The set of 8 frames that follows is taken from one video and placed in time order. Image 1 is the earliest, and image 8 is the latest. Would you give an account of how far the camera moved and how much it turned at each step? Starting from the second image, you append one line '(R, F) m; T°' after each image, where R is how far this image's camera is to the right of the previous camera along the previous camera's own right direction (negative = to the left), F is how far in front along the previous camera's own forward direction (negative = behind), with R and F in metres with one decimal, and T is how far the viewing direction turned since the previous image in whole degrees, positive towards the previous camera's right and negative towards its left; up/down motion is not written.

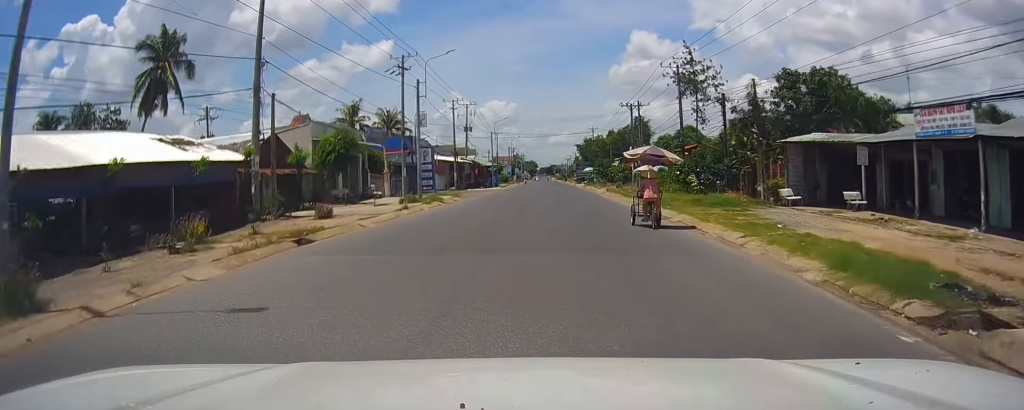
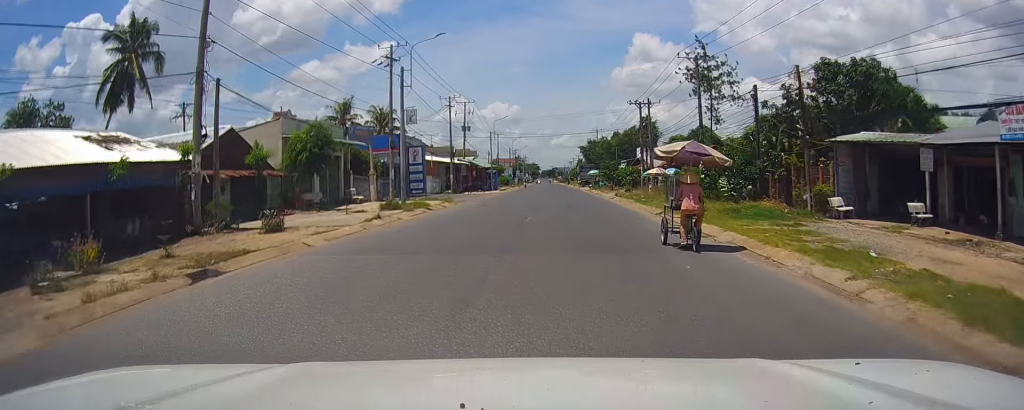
(+0.1, +5.1) m; 0°
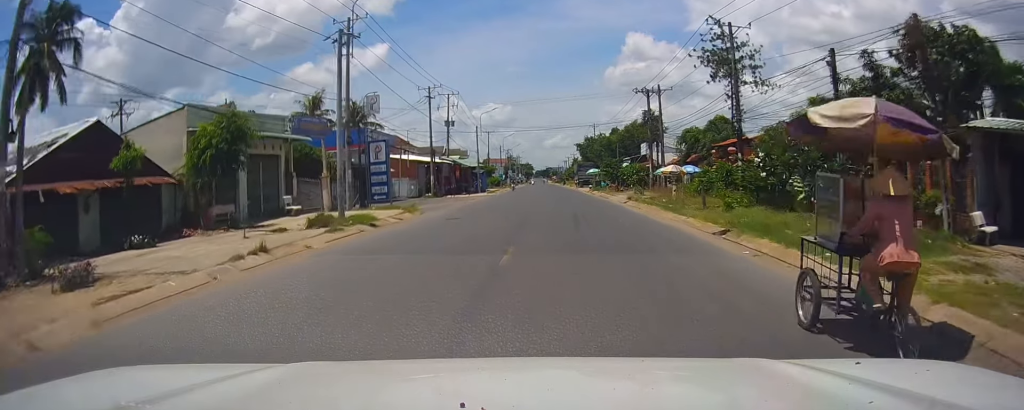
(+0.4, +9.3) m; +1°
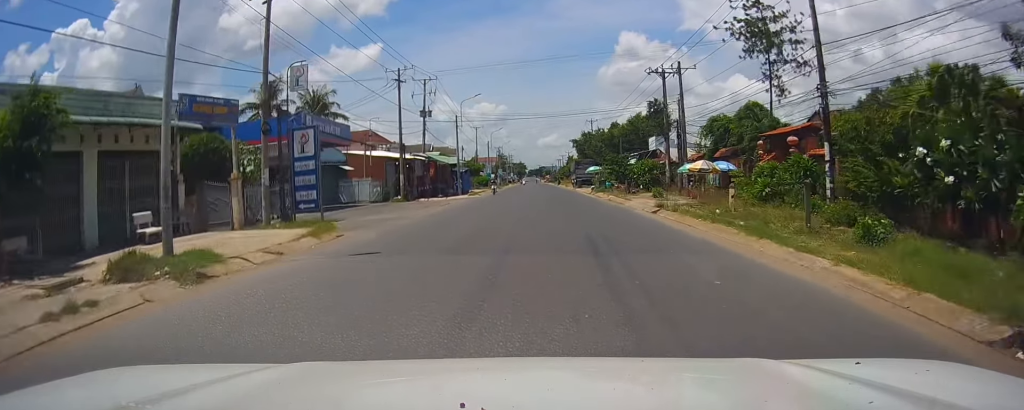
(-0.5, +11.3) m; -1°
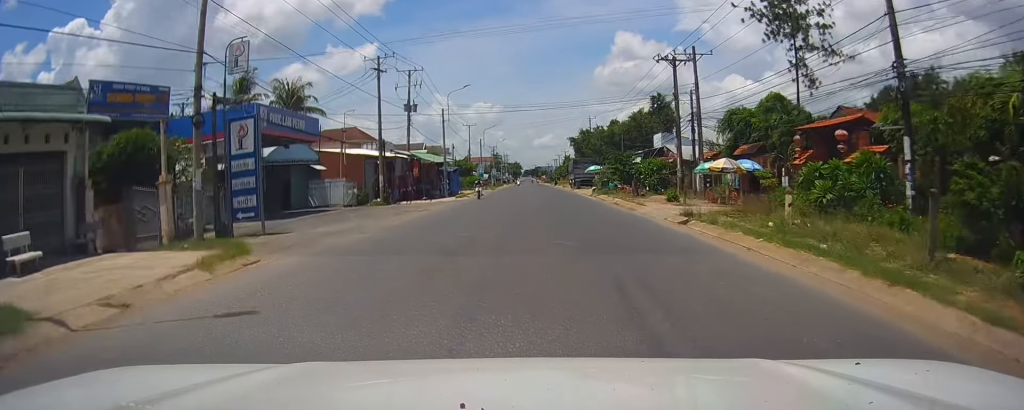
(+0.1, +5.6) m; 0°
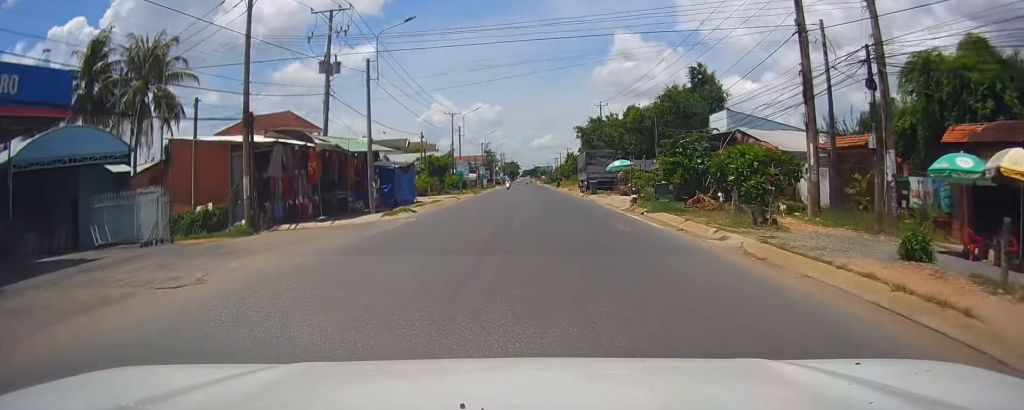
(0.0, +22.3) m; 0°
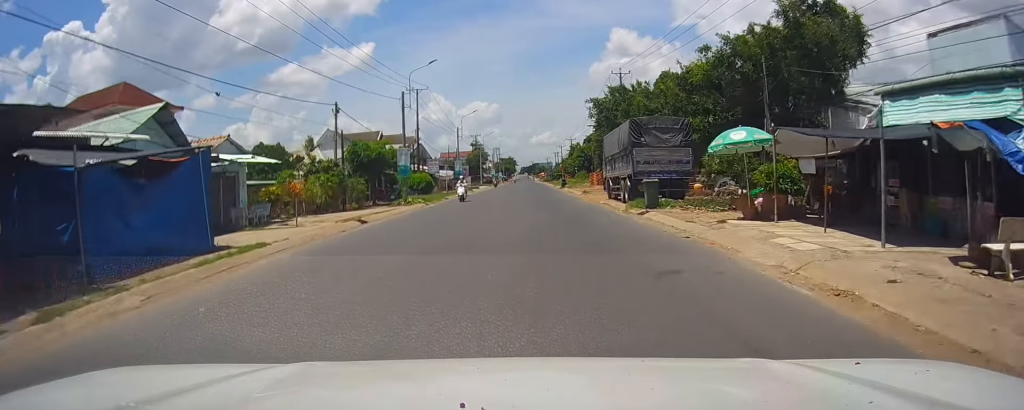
(+0.2, +27.6) m; +1°
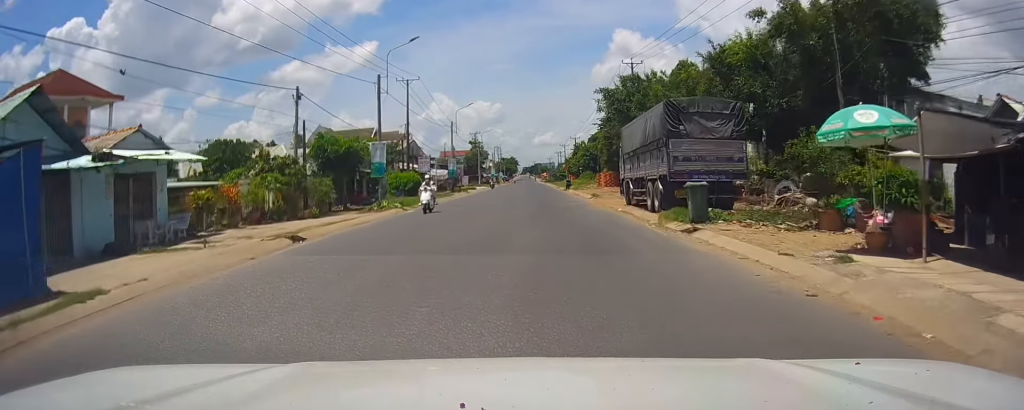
(0.0, +7.0) m; 0°
